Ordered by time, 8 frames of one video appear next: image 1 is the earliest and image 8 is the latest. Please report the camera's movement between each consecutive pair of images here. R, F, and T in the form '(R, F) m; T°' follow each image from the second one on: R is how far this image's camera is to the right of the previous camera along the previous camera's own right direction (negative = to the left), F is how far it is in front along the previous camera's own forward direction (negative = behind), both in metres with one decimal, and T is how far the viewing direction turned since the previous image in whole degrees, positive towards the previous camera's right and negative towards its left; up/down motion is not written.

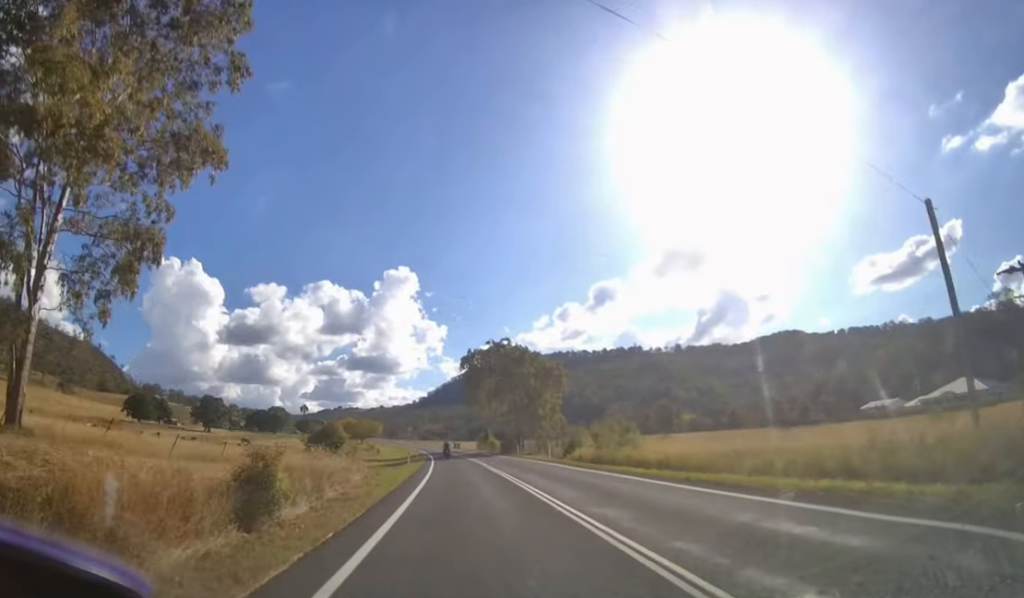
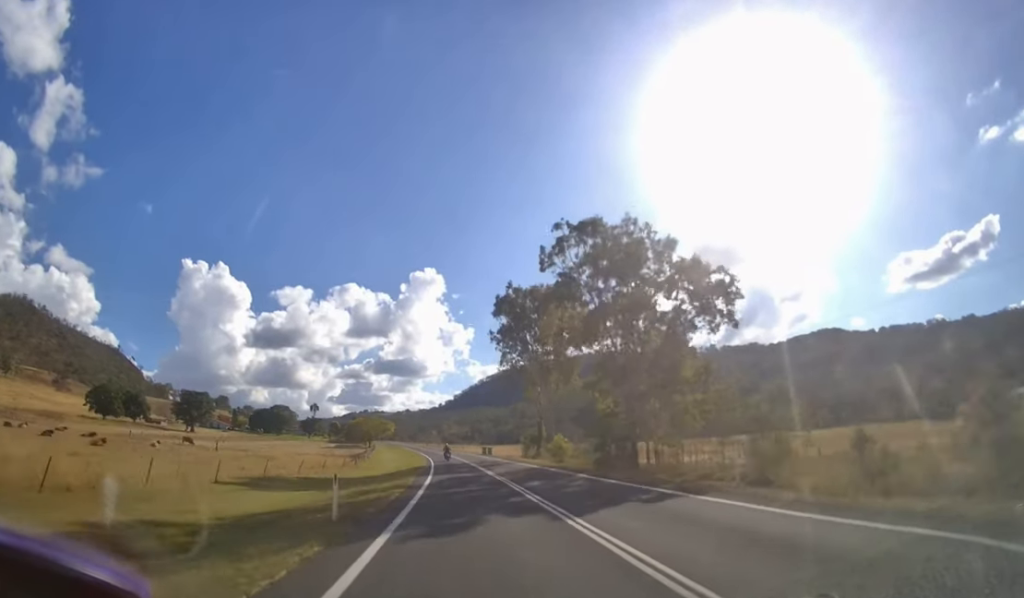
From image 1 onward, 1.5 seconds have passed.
(-1.1, +36.1) m; -4°
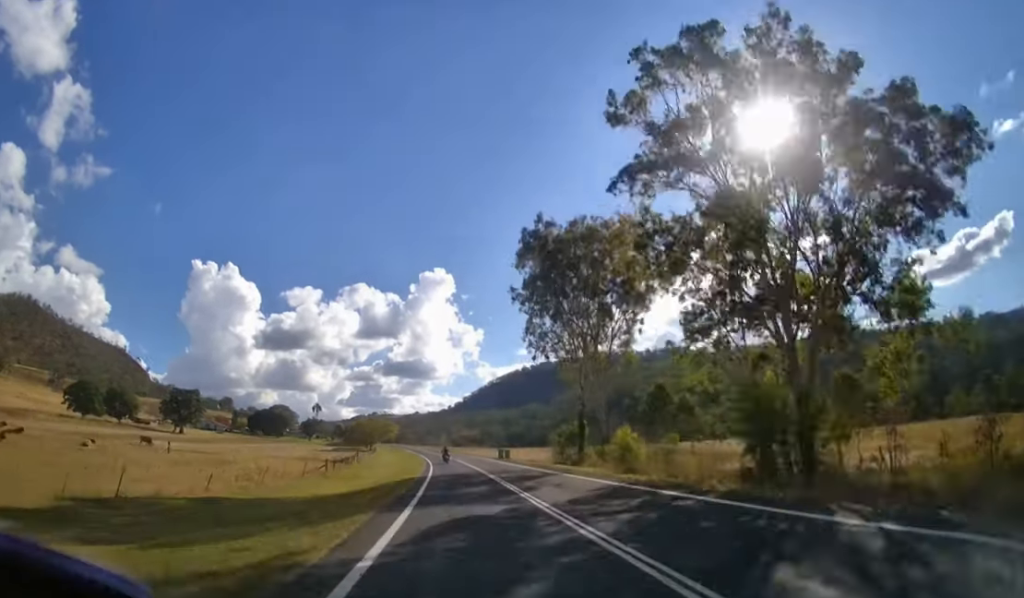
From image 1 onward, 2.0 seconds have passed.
(-0.1, +13.9) m; -1°
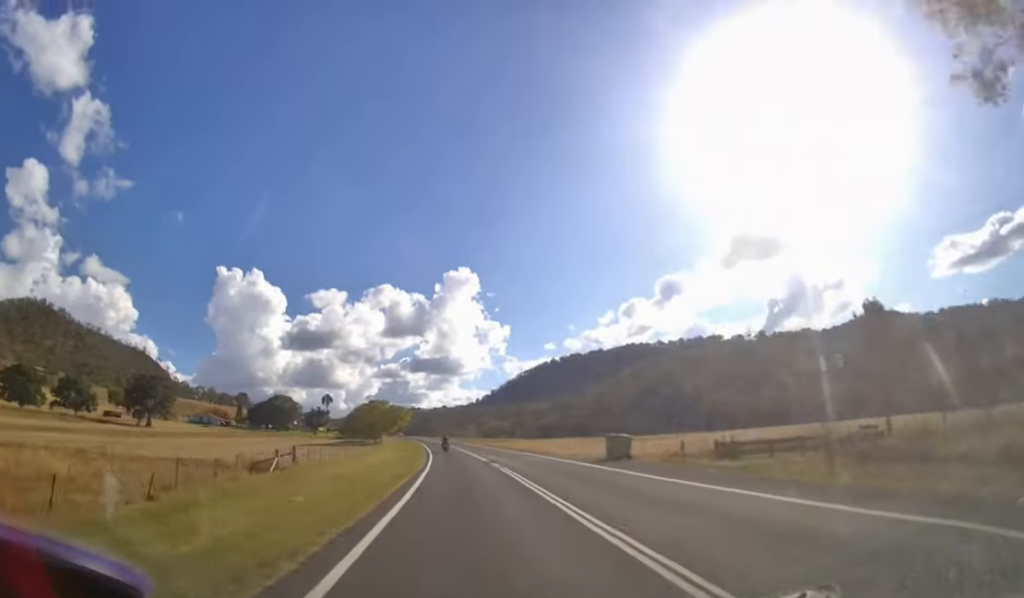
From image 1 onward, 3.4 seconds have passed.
(-1.3, +40.2) m; -3°
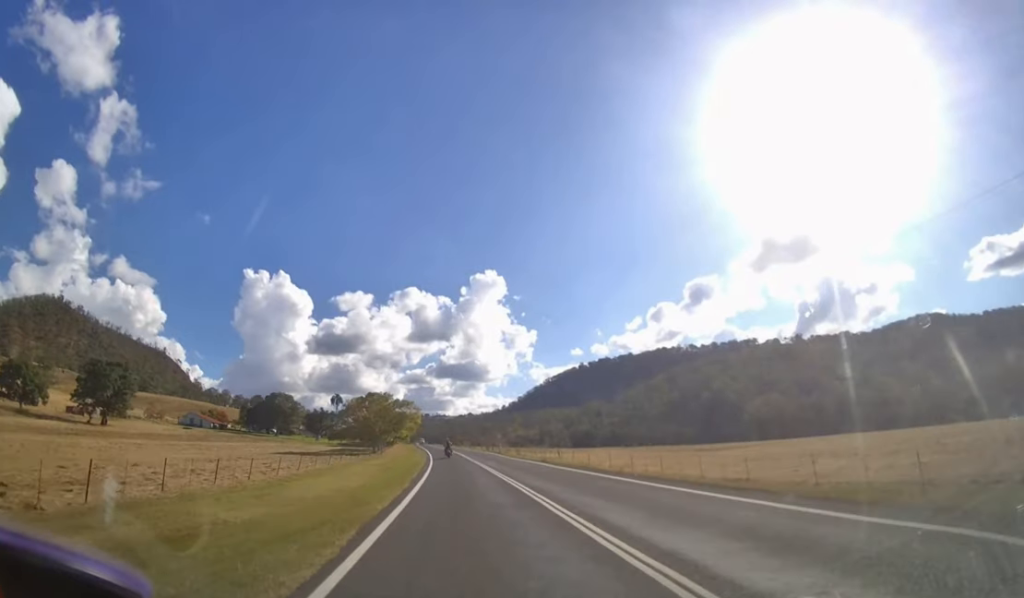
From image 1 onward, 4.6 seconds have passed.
(-0.6, +32.2) m; -3°
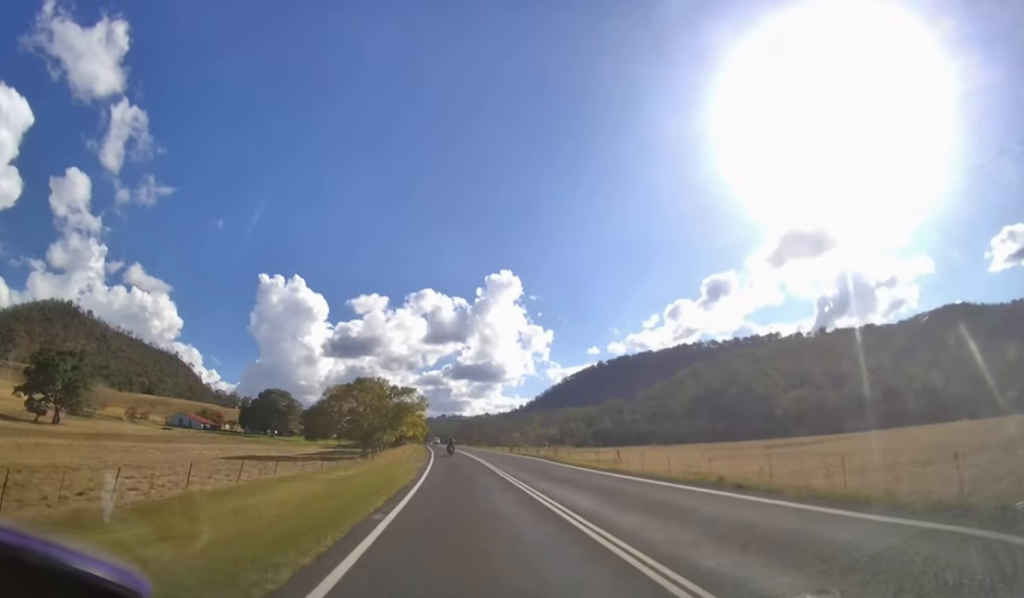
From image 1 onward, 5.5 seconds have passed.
(-0.5, +21.3) m; -2°
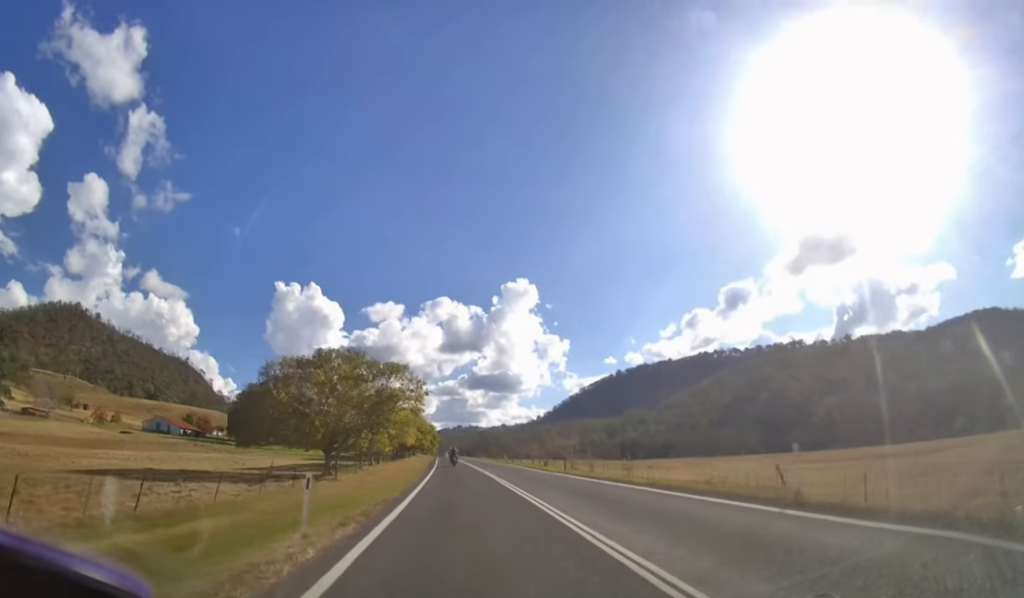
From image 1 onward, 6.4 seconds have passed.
(-0.4, +21.1) m; -2°
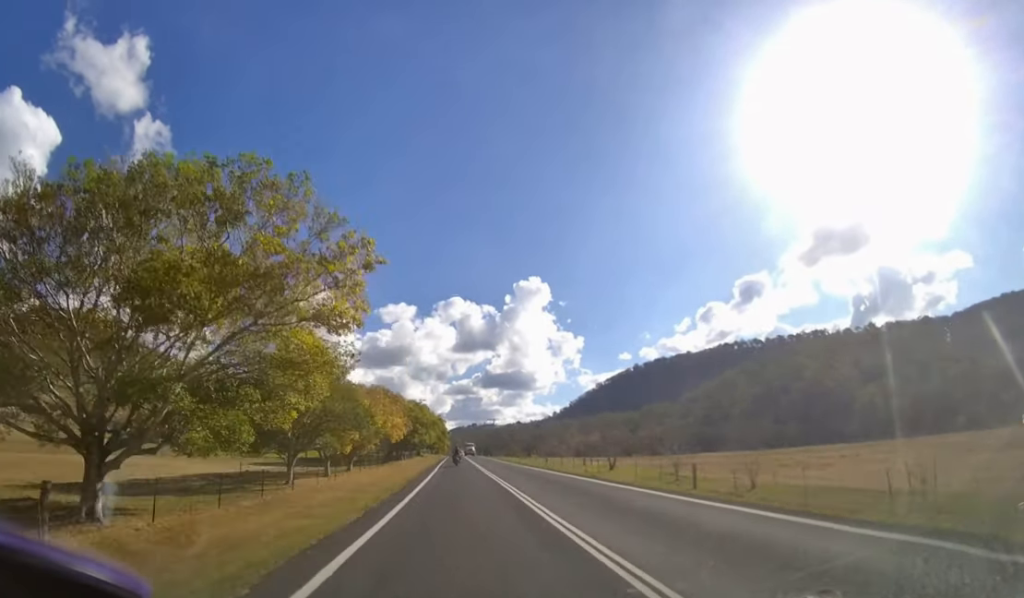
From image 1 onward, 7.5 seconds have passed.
(-0.4, +22.6) m; -2°
